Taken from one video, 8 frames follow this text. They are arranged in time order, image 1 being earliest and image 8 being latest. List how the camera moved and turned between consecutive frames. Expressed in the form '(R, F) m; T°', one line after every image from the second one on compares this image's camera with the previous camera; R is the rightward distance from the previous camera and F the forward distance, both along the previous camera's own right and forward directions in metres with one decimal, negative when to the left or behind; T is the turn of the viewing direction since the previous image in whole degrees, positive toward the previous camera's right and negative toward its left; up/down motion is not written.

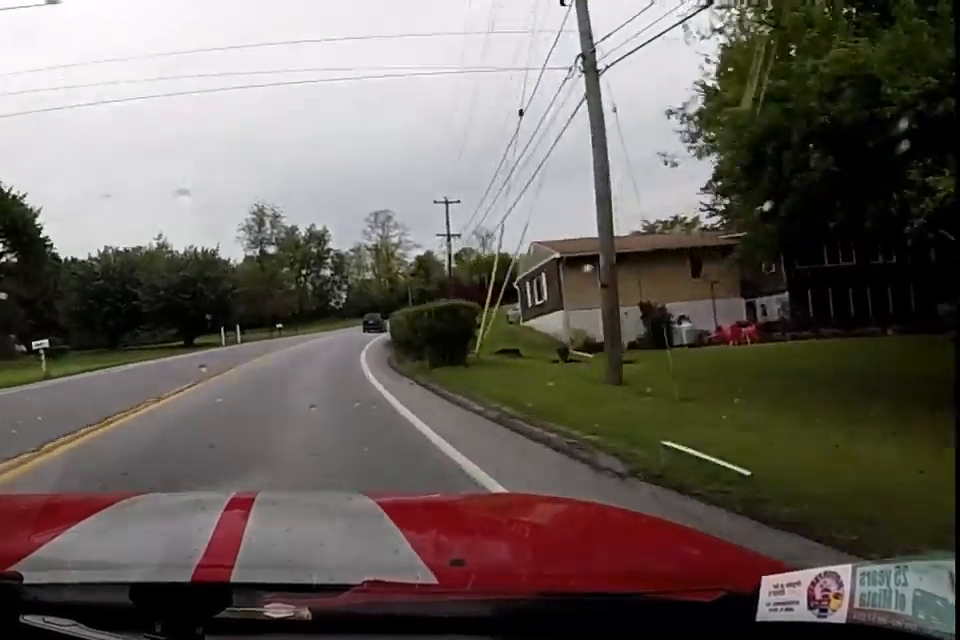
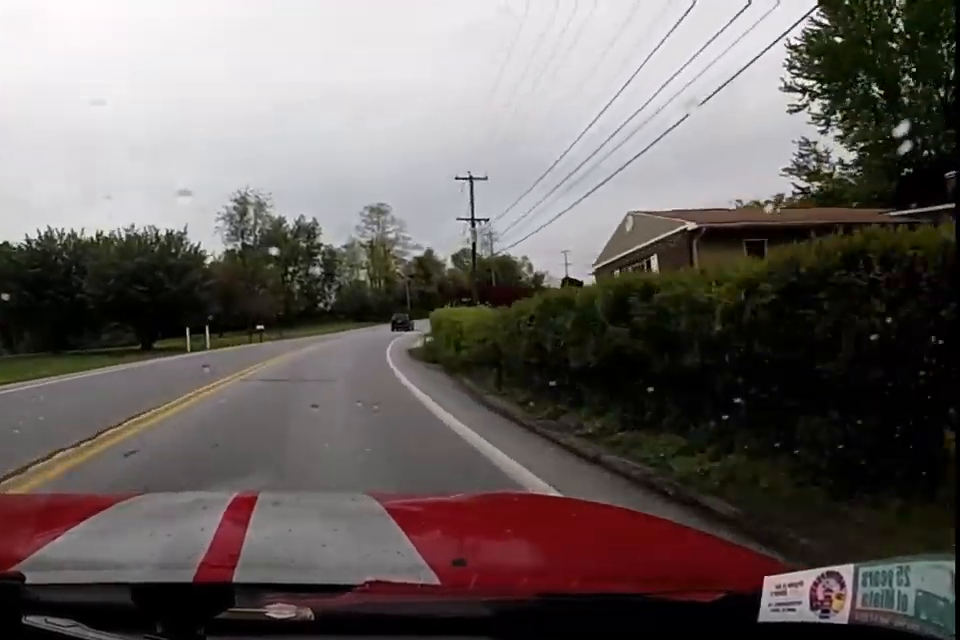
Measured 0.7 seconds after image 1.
(+0.7, +12.4) m; +5°
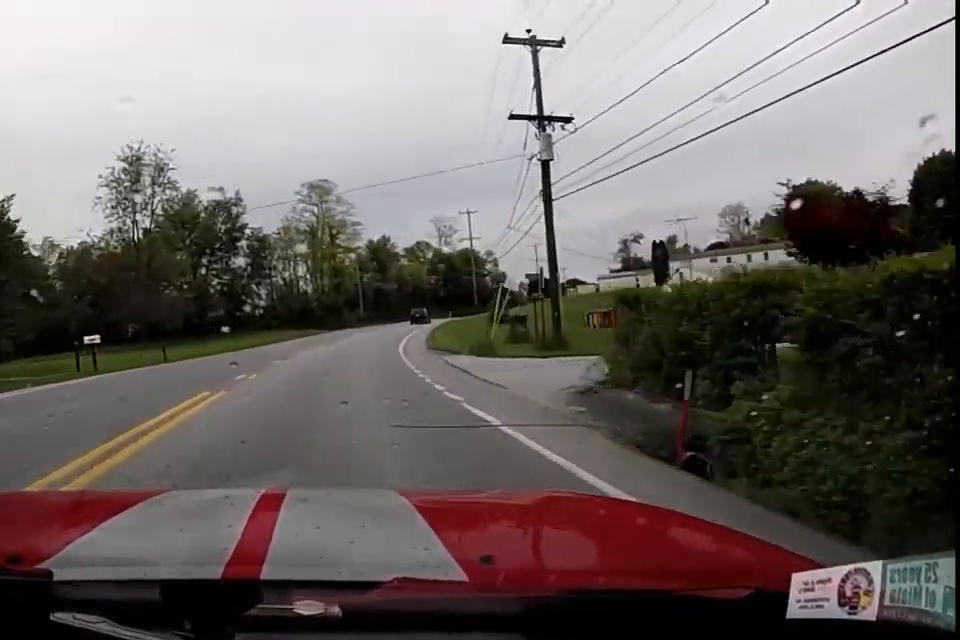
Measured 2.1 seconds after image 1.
(+1.7, +25.9) m; +6°
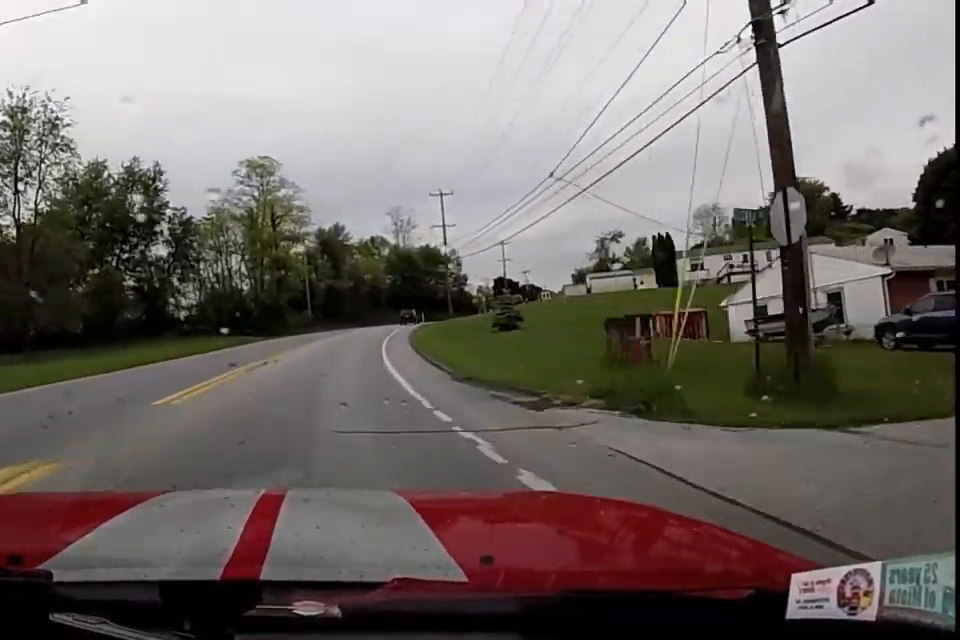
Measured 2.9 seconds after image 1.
(+0.5, +15.0) m; +5°
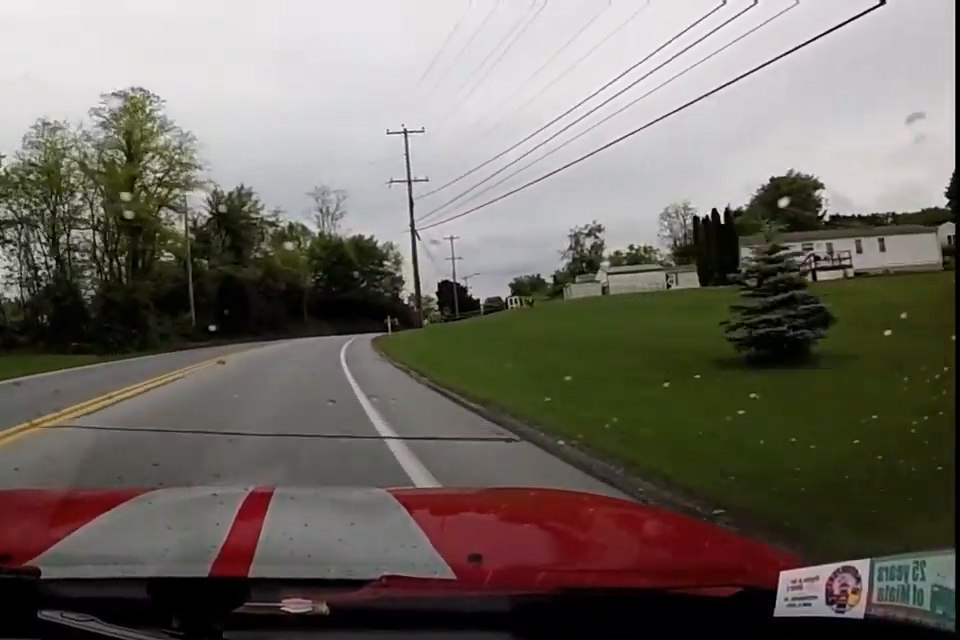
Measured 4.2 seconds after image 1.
(+2.3, +25.0) m; +8°
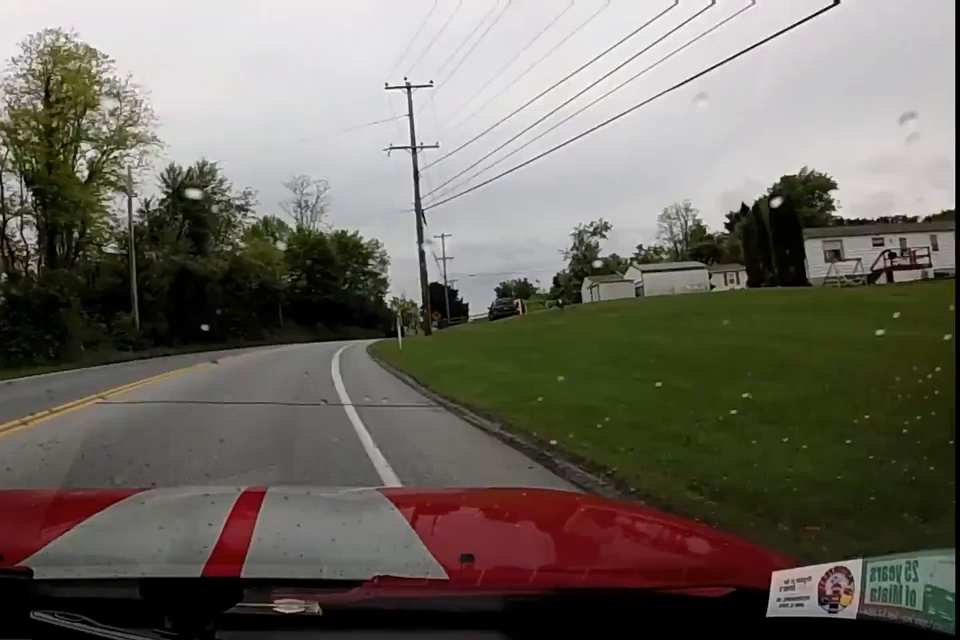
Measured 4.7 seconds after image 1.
(+0.1, +9.2) m; 0°
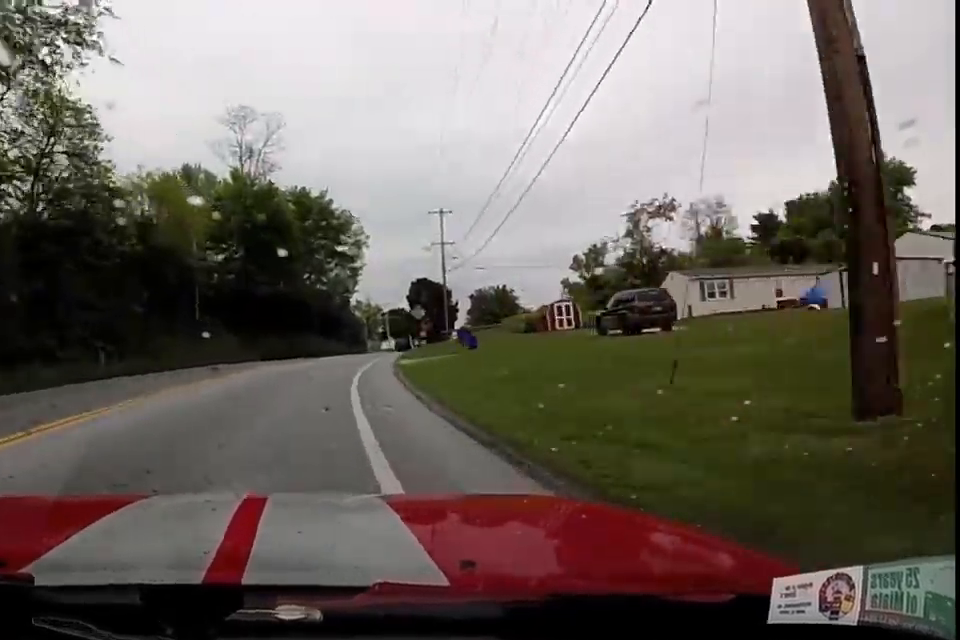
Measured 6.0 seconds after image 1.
(-0.6, +26.3) m; +1°
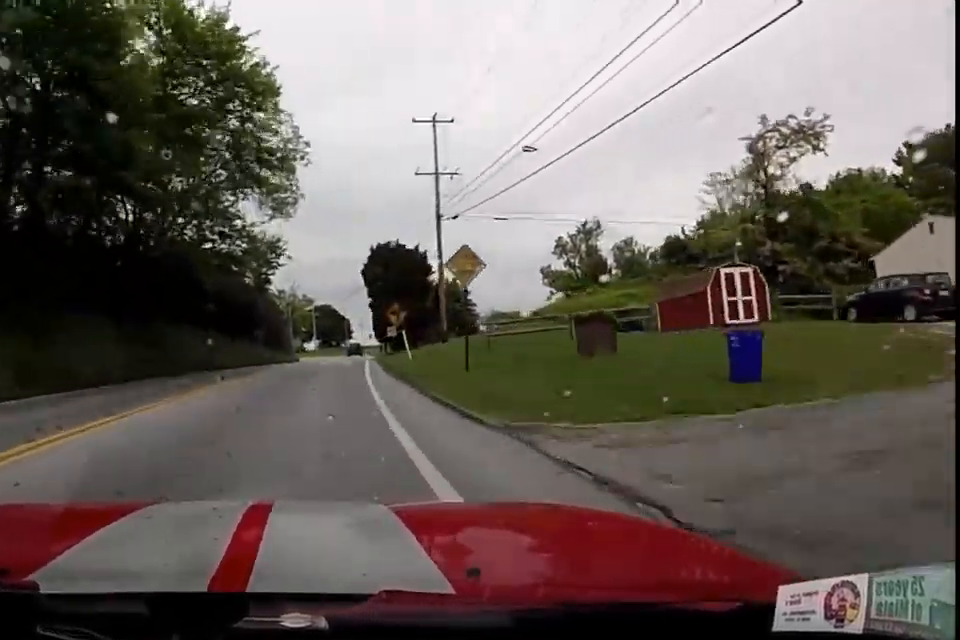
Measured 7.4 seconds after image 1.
(+1.9, +27.2) m; +6°
